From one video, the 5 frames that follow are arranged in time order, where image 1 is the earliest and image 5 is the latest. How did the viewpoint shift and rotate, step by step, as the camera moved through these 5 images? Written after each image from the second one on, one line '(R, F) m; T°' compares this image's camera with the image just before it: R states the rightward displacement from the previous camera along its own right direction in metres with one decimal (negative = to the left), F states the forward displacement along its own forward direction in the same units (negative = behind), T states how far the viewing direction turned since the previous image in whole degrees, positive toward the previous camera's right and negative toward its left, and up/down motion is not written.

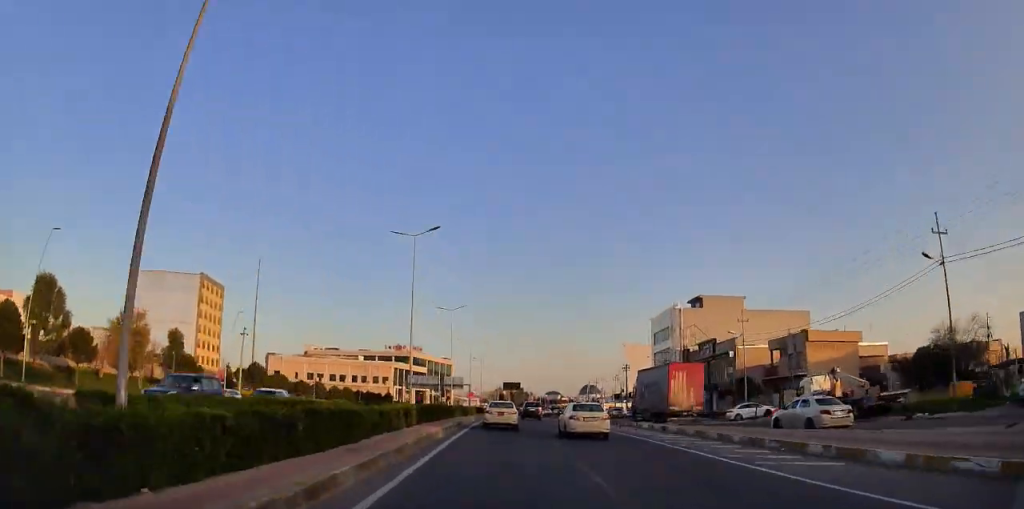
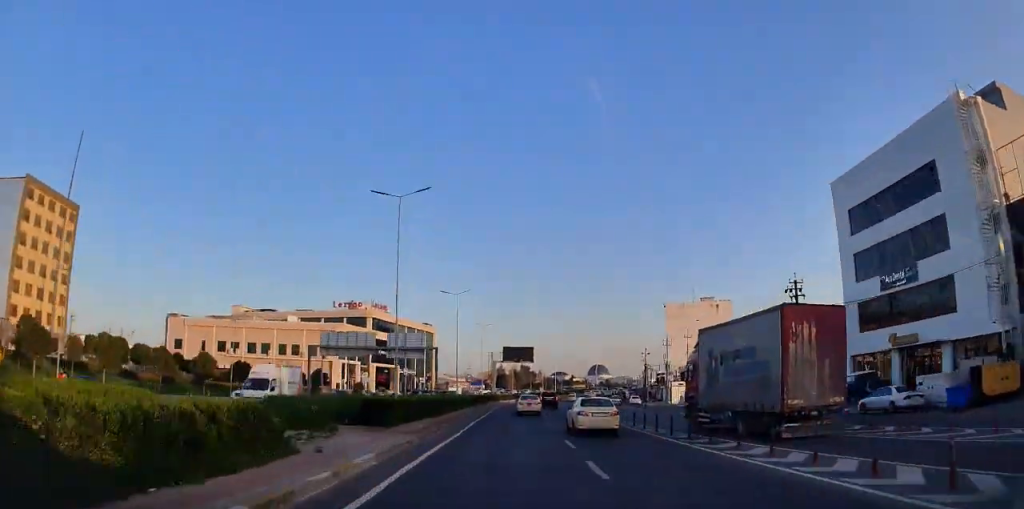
(-0.2, +67.5) m; 0°
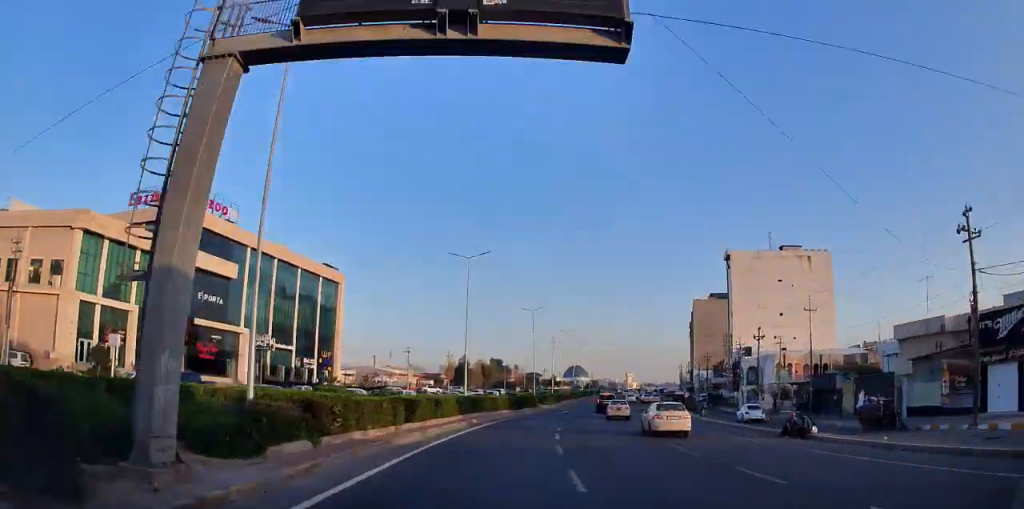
(+1.3, +84.6) m; +5°
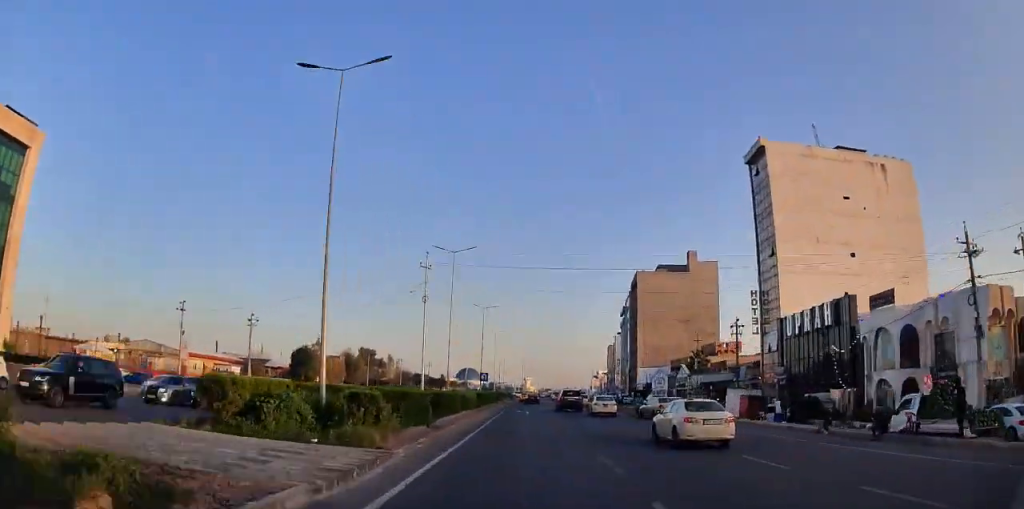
(+4.3, +56.7) m; +7°
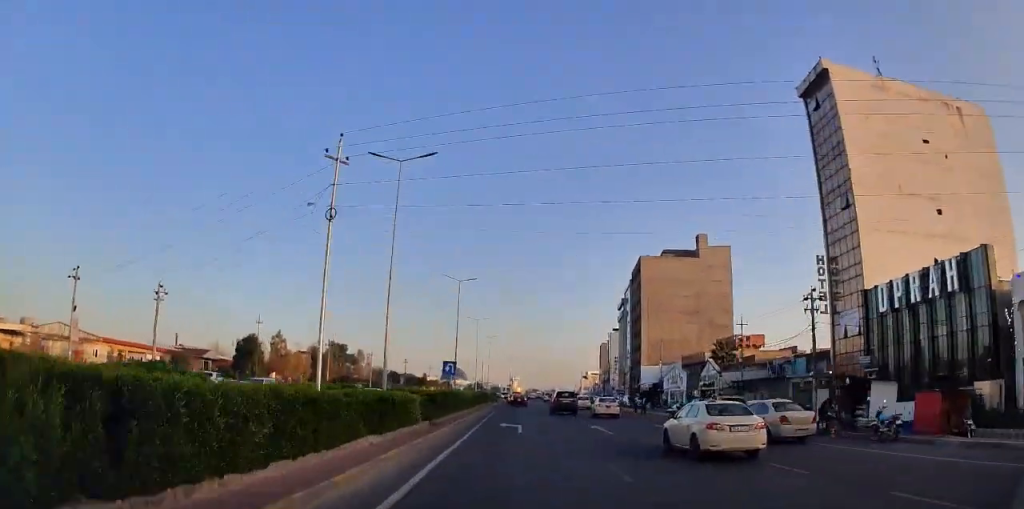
(+0.7, +16.8) m; +1°
